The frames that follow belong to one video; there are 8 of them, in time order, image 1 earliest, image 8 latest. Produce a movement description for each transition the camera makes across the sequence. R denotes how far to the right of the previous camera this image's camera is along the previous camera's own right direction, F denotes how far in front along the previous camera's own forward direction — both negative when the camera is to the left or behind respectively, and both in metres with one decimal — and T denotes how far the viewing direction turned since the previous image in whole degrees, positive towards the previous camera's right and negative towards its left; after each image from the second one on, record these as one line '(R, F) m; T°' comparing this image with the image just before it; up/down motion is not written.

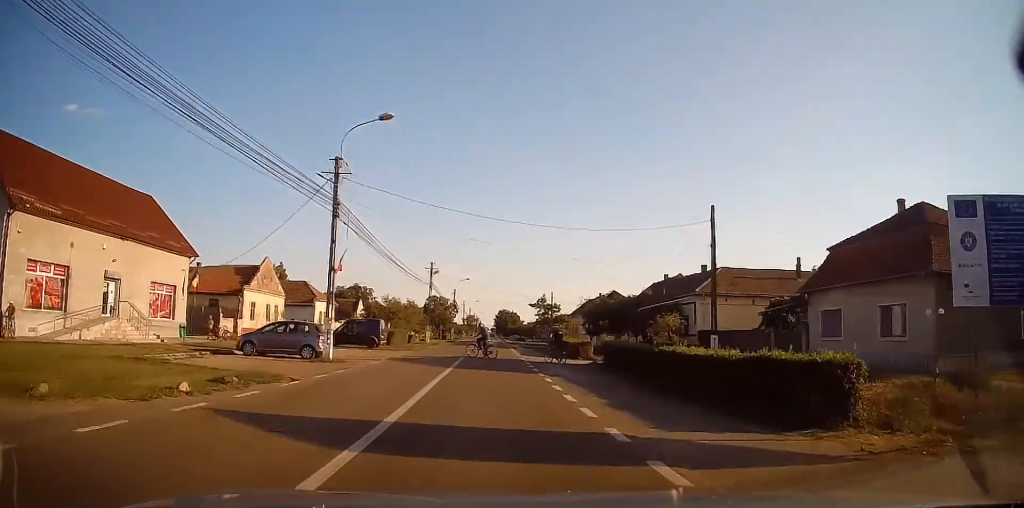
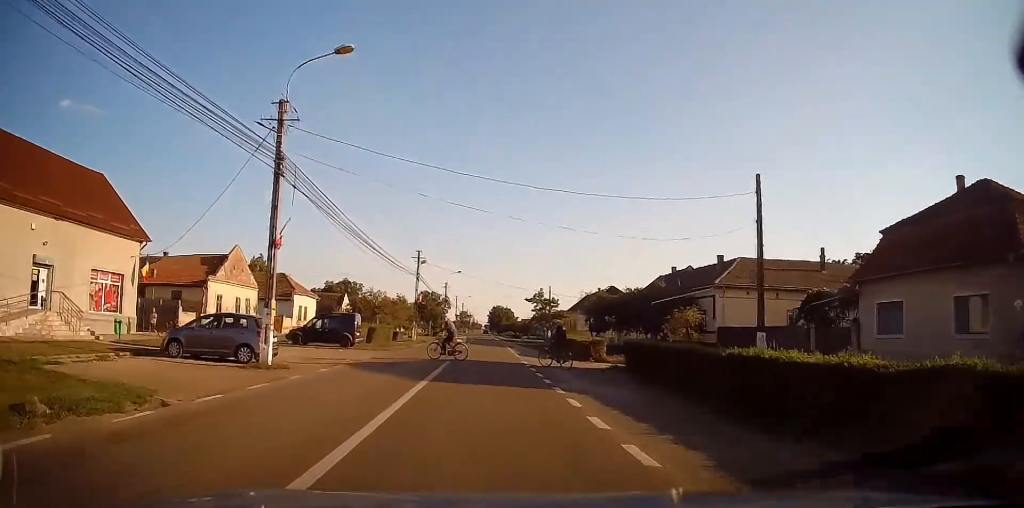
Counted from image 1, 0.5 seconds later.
(0.0, +5.6) m; 0°
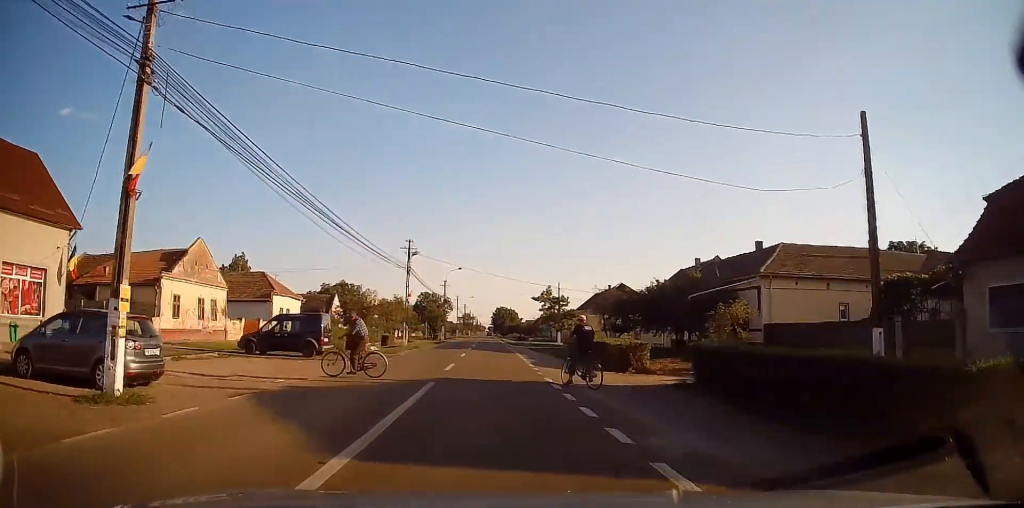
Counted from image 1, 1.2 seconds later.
(0.0, +7.8) m; 0°
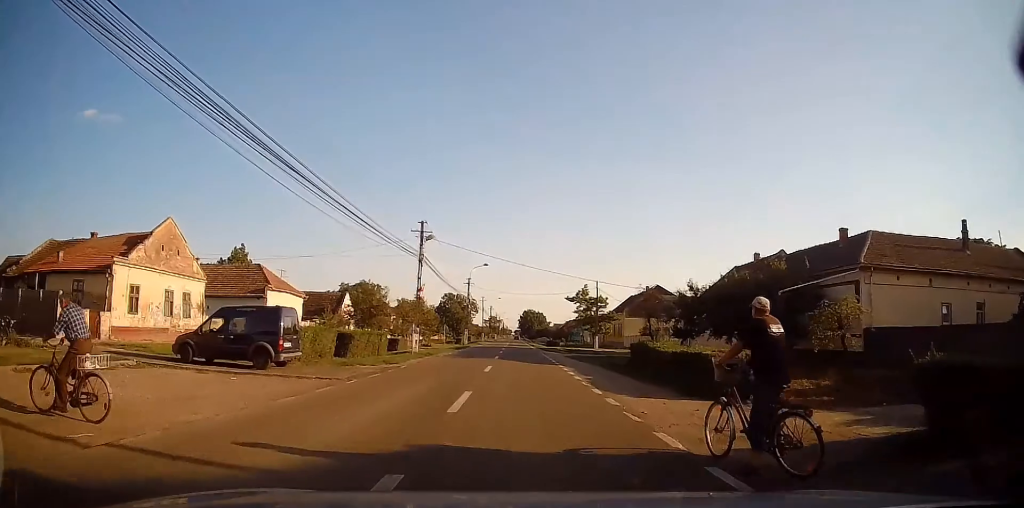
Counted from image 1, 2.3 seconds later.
(0.0, +9.3) m; 0°
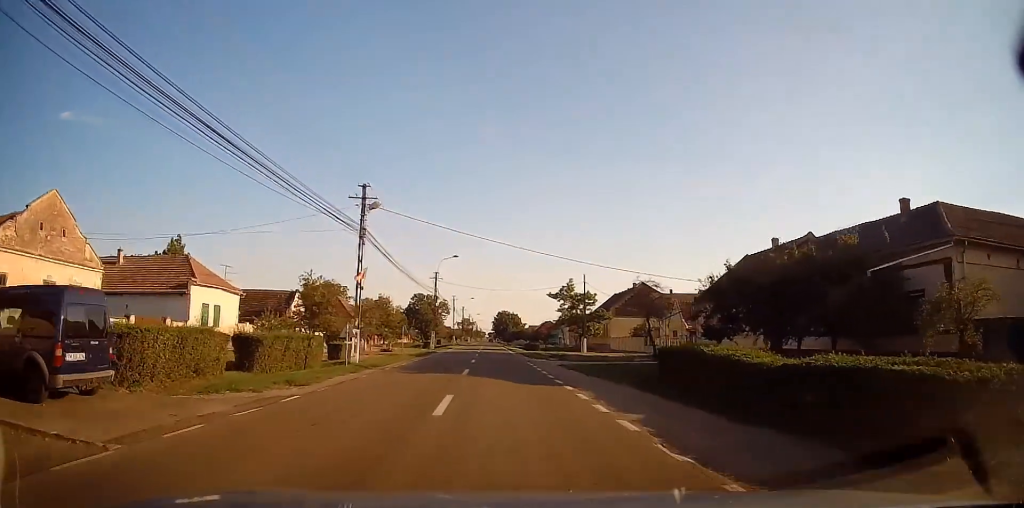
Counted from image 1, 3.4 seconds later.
(0.0, +9.3) m; 0°
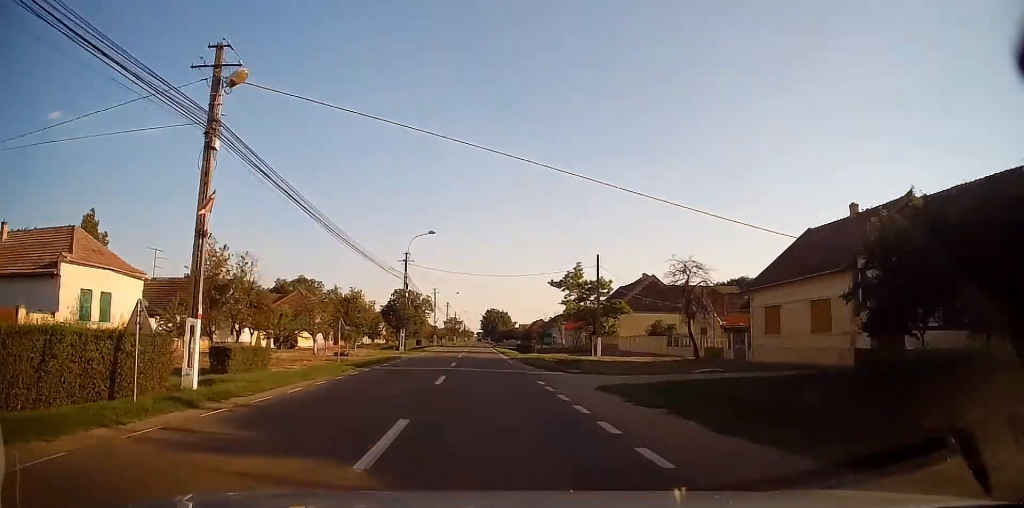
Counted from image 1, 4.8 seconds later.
(+0.1, +12.2) m; +2°
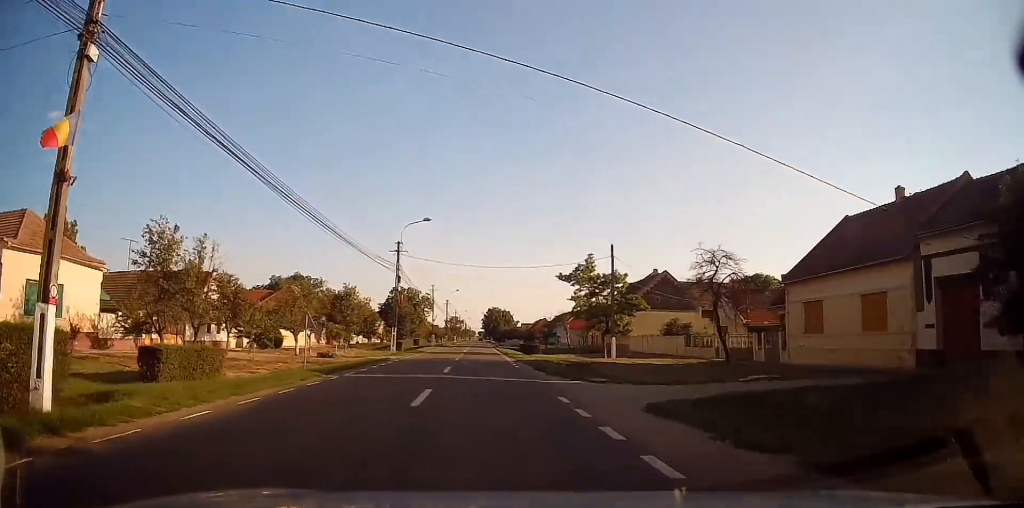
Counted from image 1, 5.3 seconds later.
(+0.1, +4.4) m; +1°
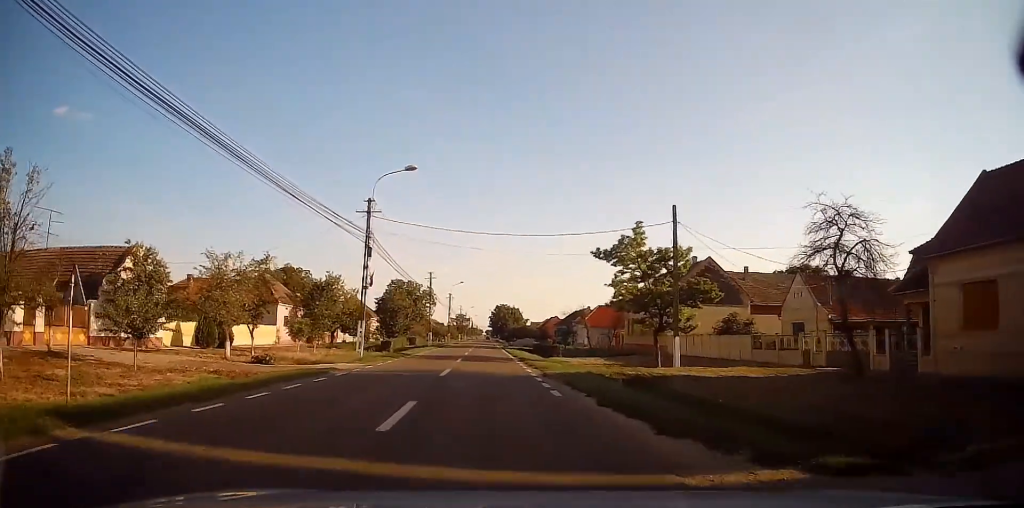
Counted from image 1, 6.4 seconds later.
(+0.1, +11.2) m; -1°
